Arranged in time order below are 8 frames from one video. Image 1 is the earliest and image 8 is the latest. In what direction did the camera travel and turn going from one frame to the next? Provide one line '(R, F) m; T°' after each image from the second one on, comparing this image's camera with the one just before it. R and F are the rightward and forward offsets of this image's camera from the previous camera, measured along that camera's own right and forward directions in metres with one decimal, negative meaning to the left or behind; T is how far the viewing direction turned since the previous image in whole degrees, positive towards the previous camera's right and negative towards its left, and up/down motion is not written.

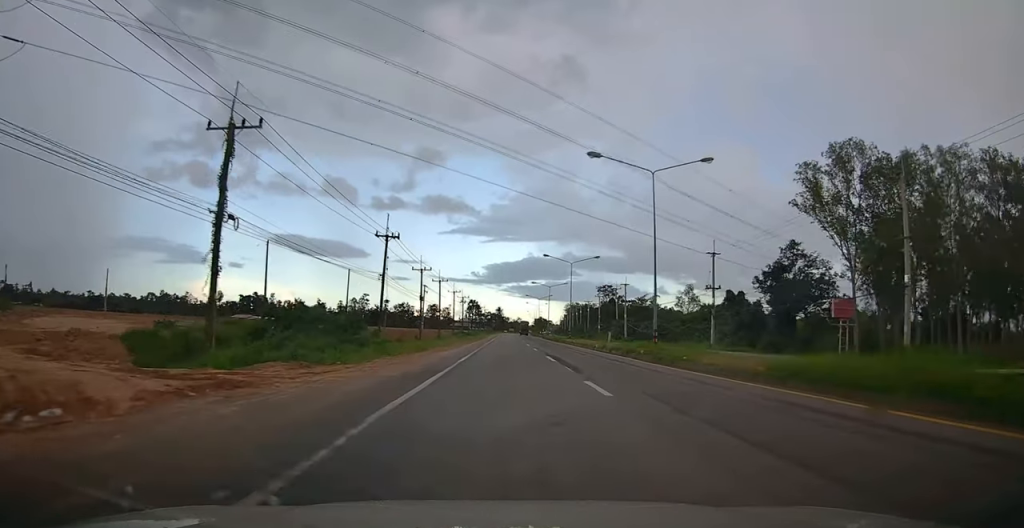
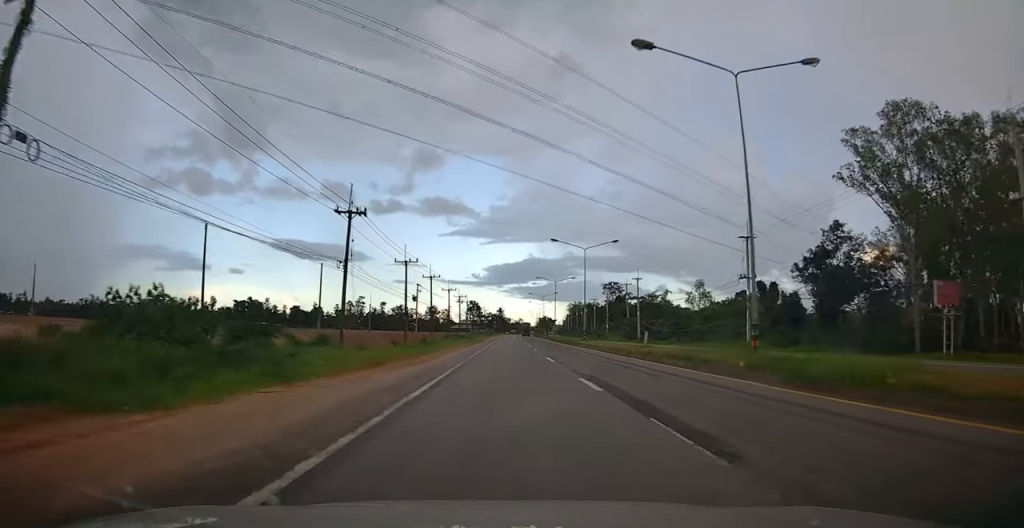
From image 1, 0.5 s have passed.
(+0.1, +11.2) m; -1°
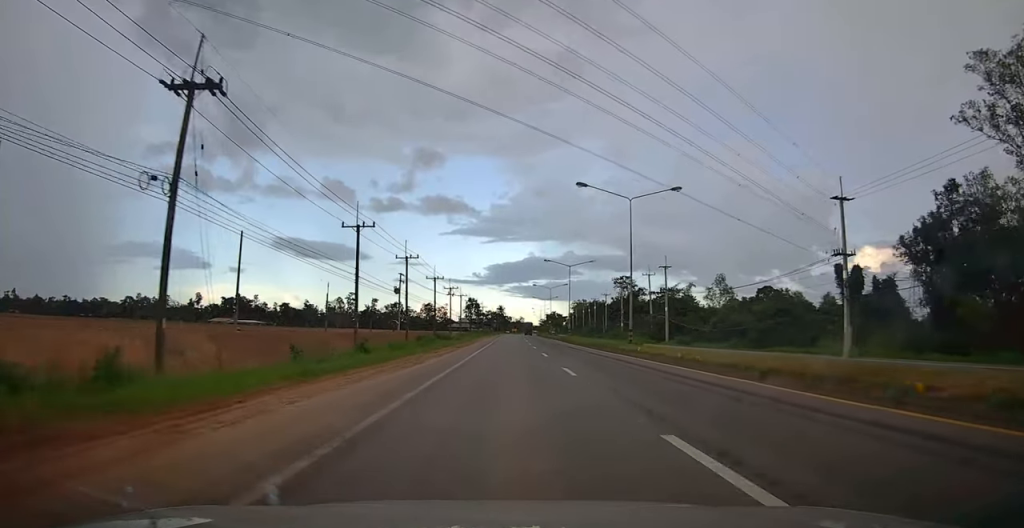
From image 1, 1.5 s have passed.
(-0.4, +19.8) m; -1°
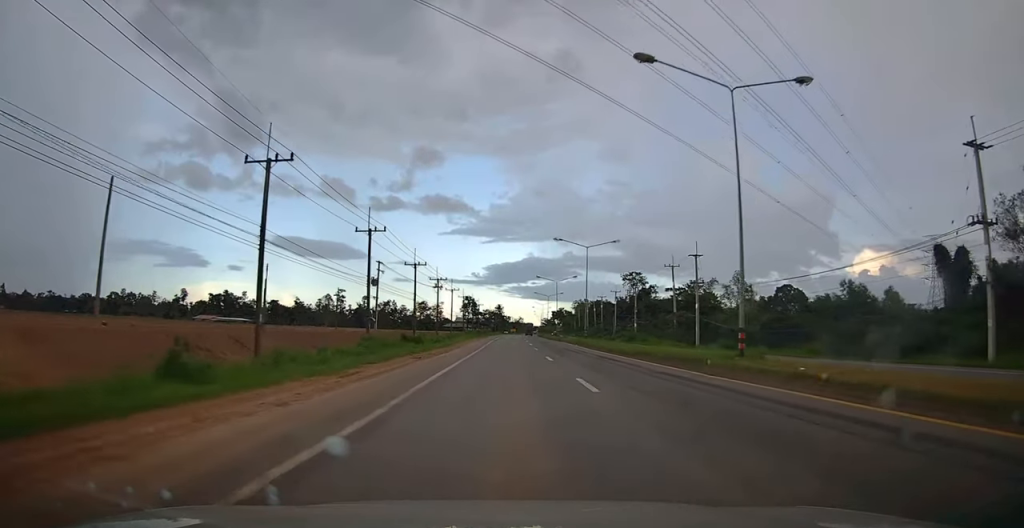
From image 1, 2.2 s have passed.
(0.0, +16.1) m; +1°
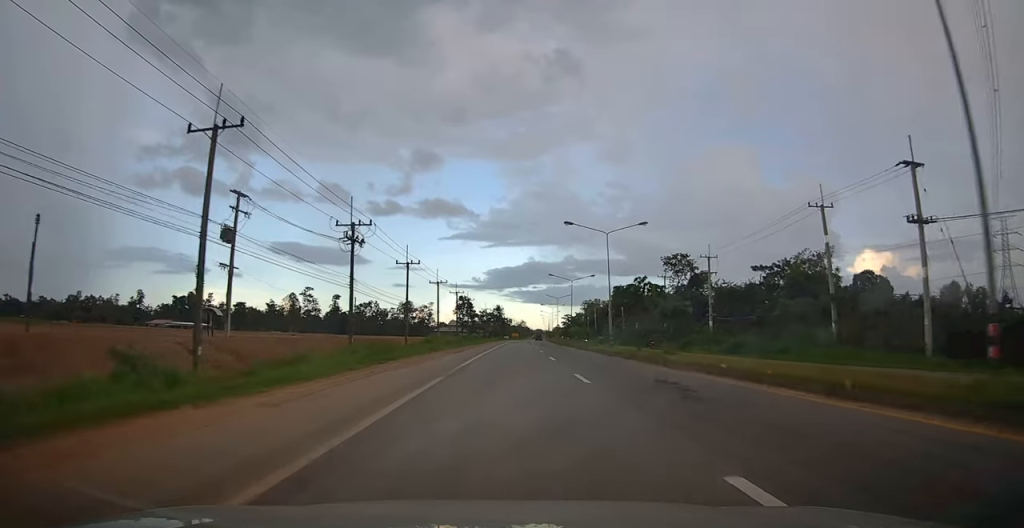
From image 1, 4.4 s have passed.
(+0.9, +46.1) m; +1°
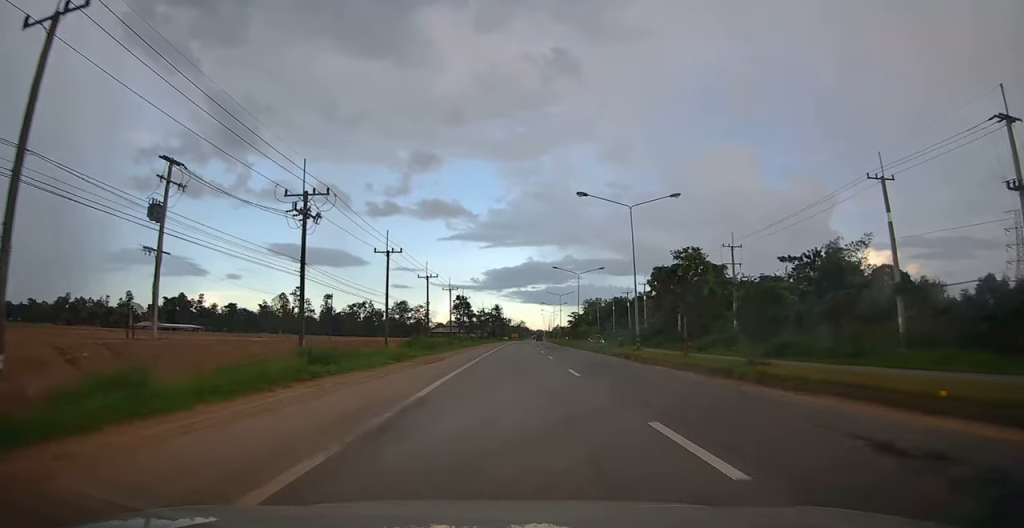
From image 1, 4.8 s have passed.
(0.0, +8.9) m; 0°
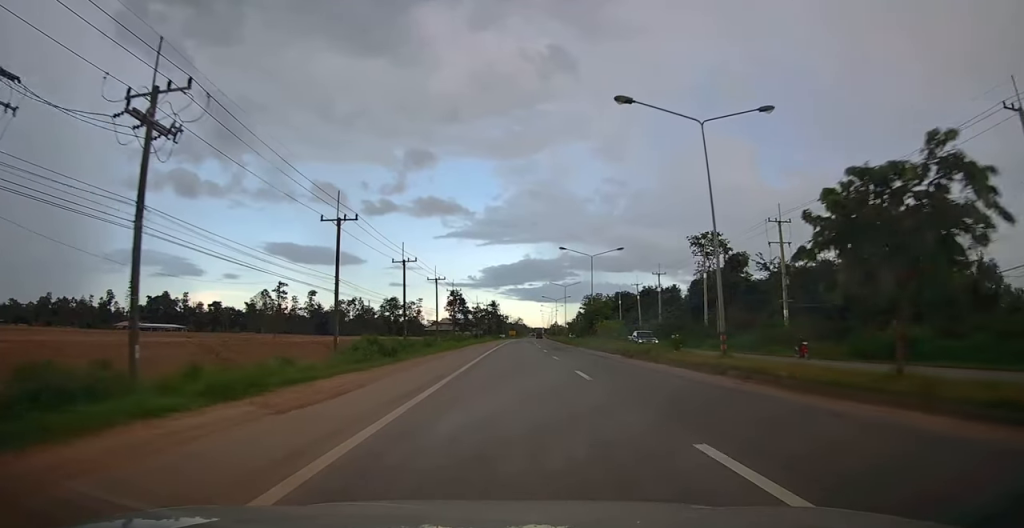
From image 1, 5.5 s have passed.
(0.0, +13.8) m; +1°
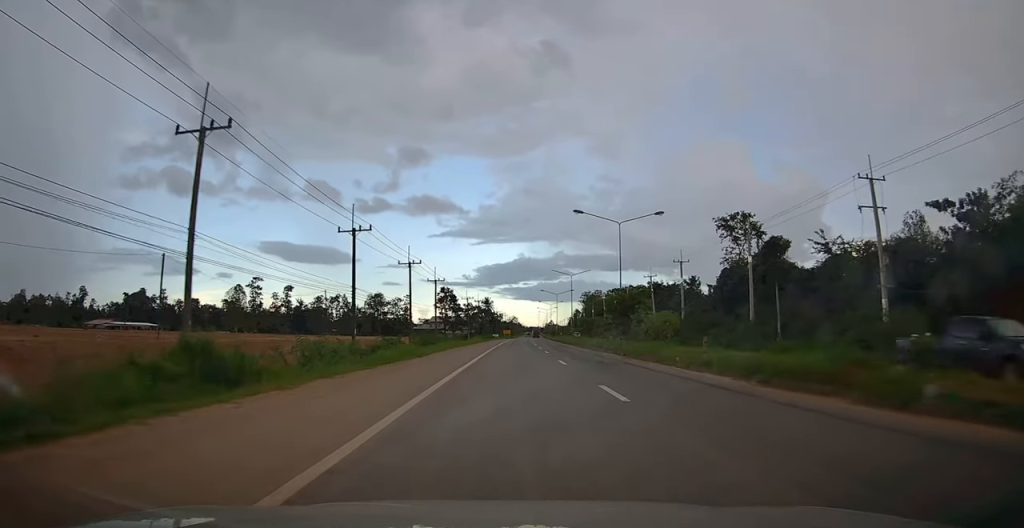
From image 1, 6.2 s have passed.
(+0.2, +16.7) m; +1°
